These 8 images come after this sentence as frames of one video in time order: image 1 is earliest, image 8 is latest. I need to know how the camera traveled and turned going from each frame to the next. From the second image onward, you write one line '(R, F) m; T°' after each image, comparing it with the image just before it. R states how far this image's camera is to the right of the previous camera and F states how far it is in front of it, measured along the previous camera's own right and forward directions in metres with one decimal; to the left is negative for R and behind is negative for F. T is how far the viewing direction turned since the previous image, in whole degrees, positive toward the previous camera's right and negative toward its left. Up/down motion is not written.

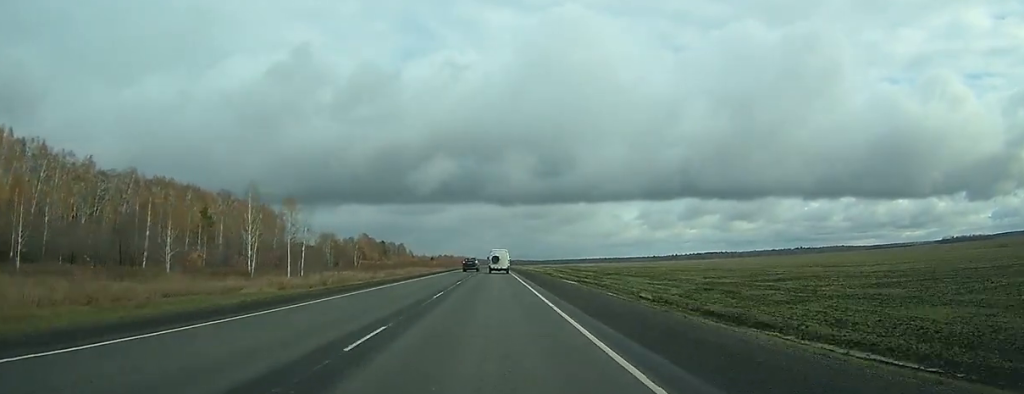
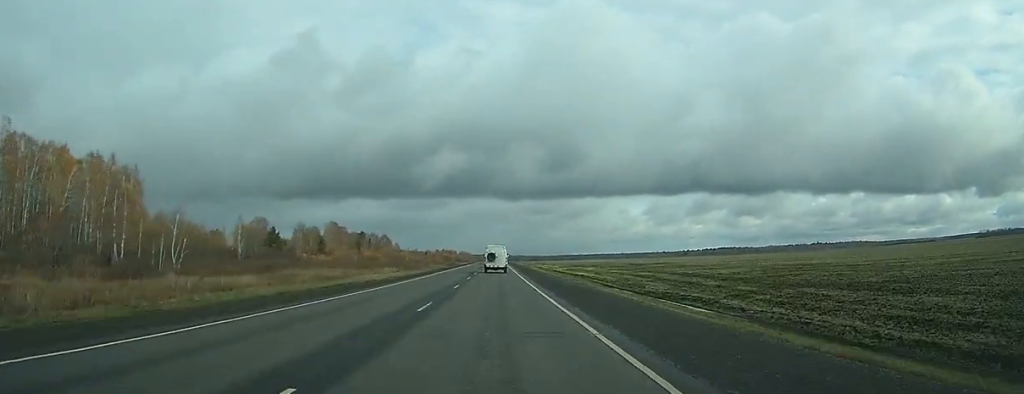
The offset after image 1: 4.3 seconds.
(-0.8, +98.5) m; -1°
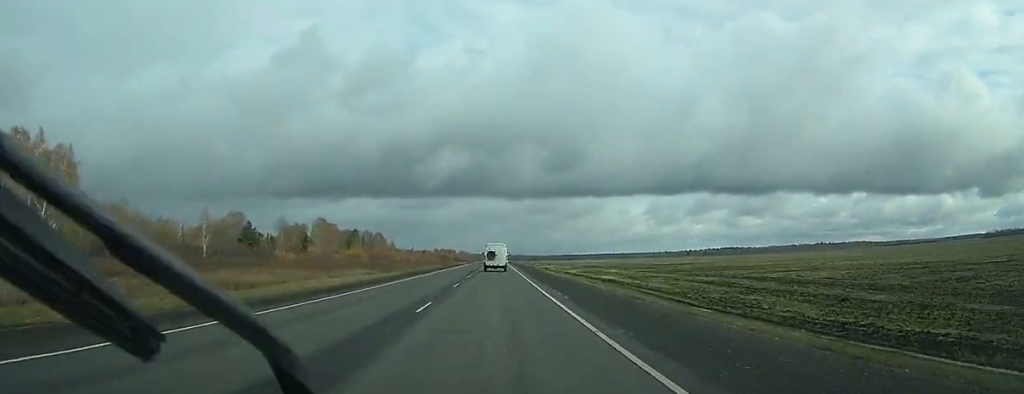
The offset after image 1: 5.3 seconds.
(0.0, +24.5) m; 0°
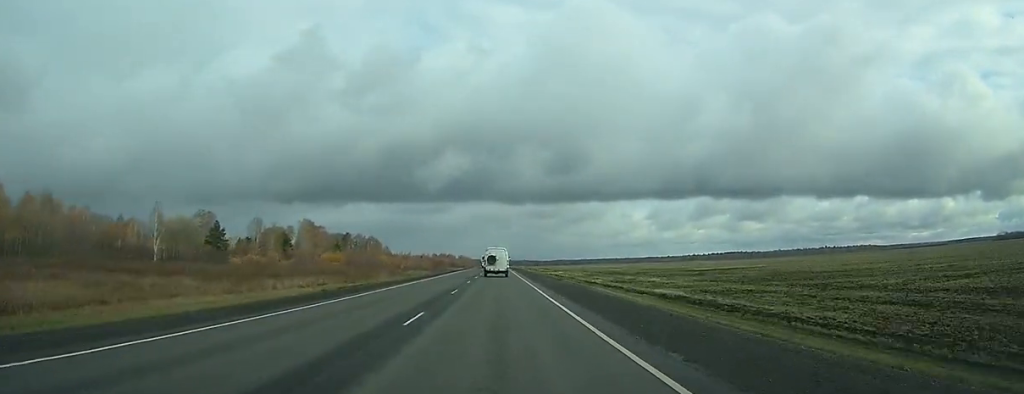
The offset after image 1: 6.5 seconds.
(-0.1, +27.7) m; 0°
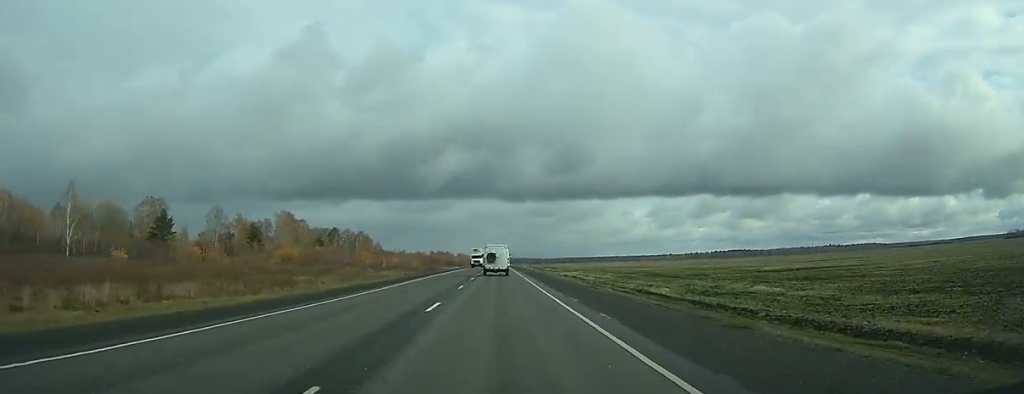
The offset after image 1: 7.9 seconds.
(-0.1, +34.0) m; 0°
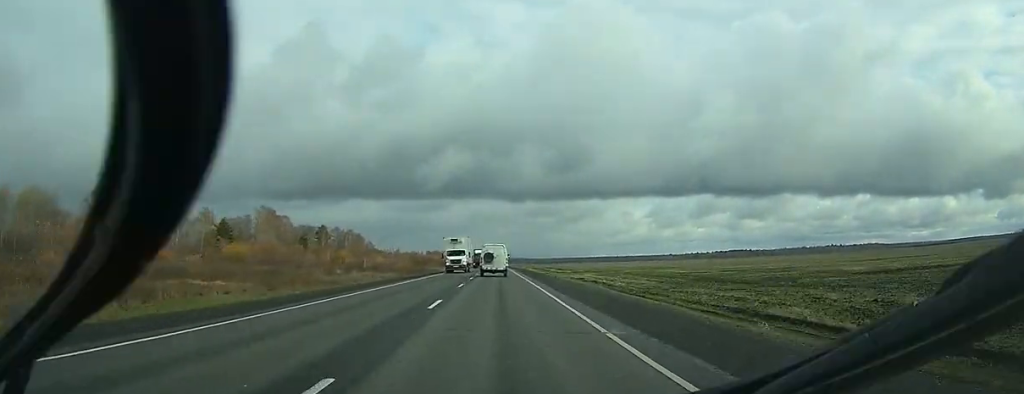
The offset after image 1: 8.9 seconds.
(-0.2, +24.3) m; 0°
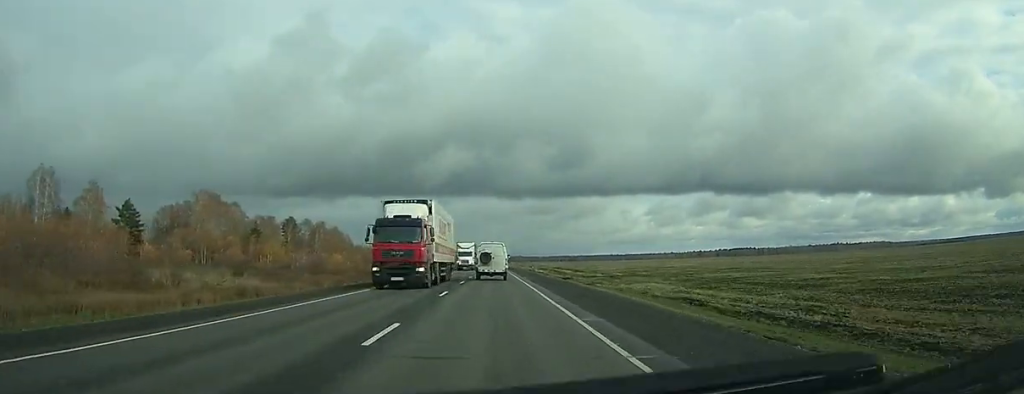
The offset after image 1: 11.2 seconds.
(+0.4, +54.1) m; +1°
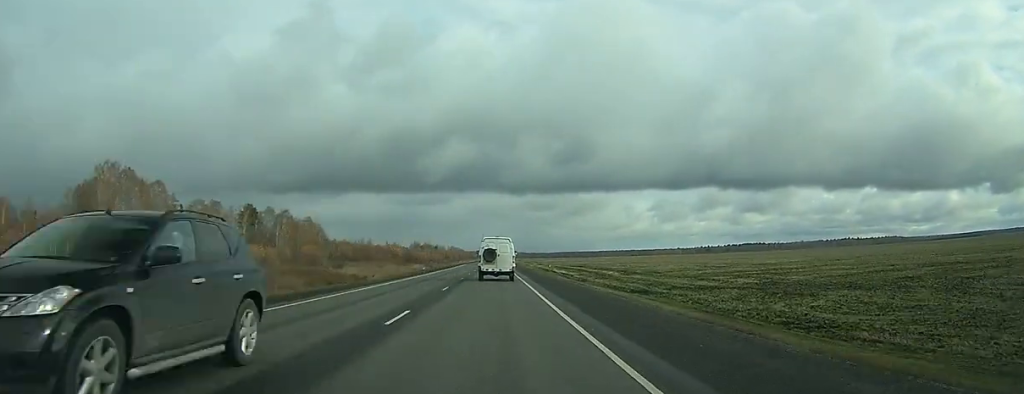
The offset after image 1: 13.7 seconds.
(+0.4, +55.0) m; +1°
